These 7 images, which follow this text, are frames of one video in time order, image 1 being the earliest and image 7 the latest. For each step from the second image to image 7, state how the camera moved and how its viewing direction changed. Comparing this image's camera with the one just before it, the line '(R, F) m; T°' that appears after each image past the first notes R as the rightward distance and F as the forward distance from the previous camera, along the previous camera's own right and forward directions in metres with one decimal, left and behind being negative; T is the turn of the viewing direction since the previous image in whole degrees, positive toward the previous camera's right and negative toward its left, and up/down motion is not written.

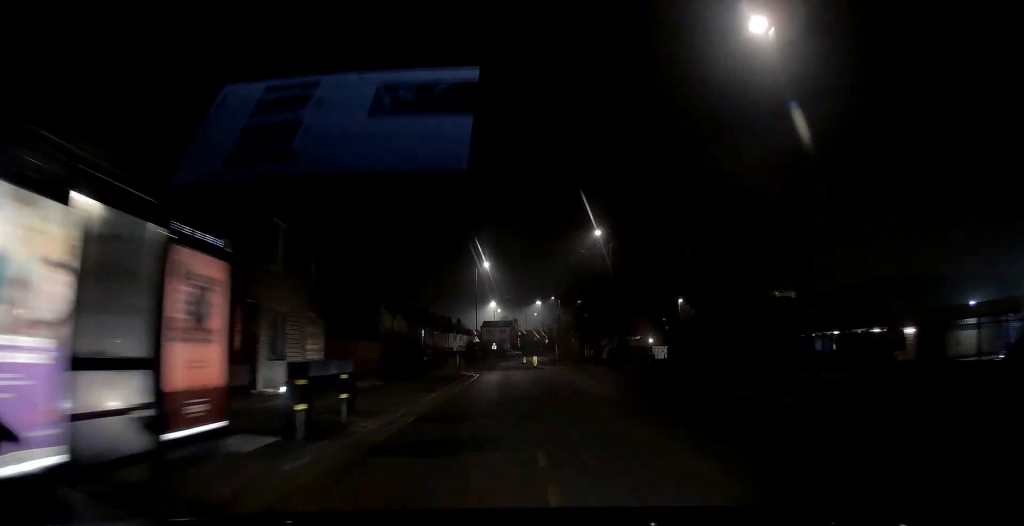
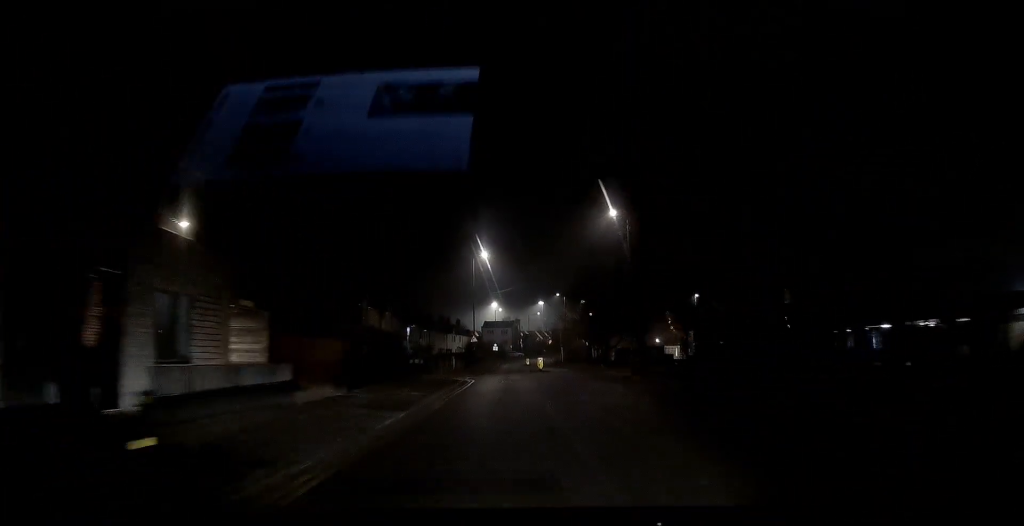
(0.0, +7.1) m; 0°
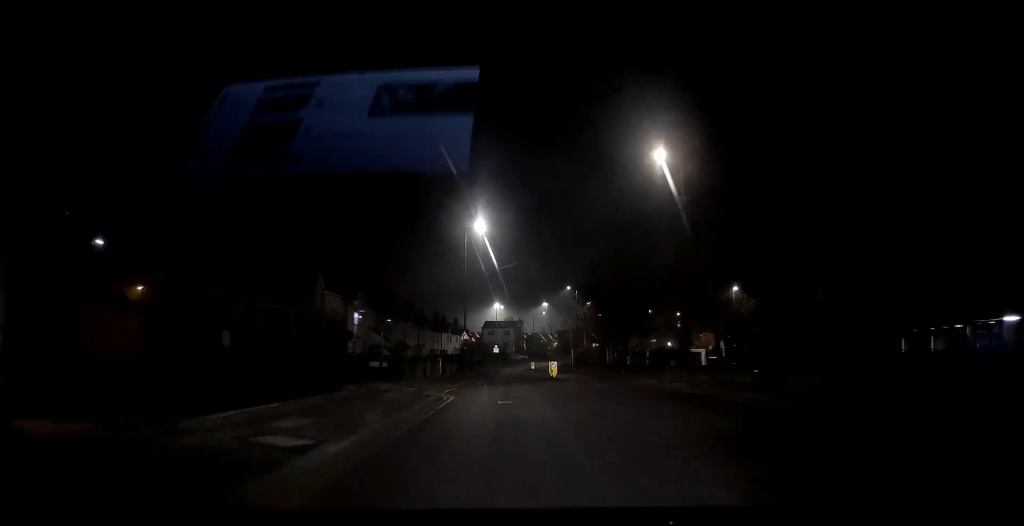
(0.0, +13.3) m; 0°
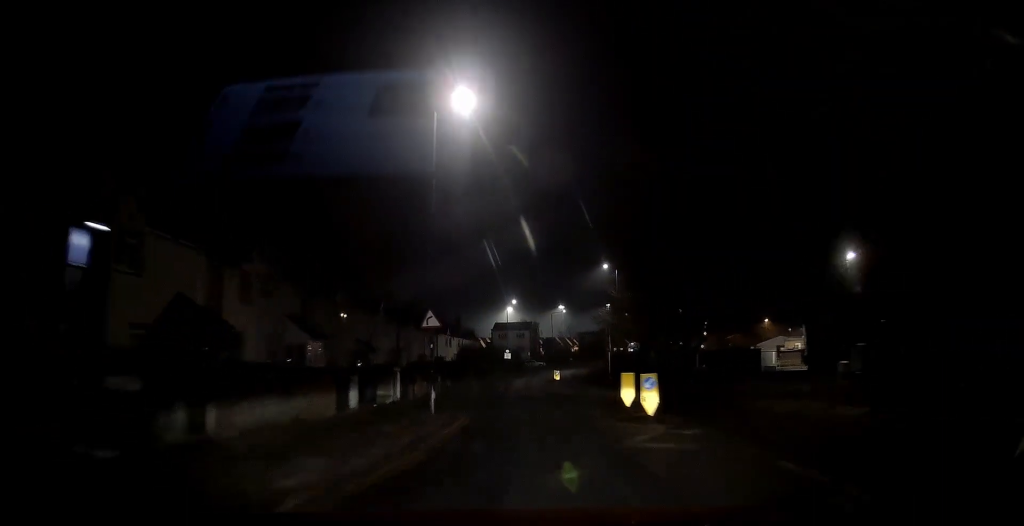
(-0.1, +22.5) m; -1°
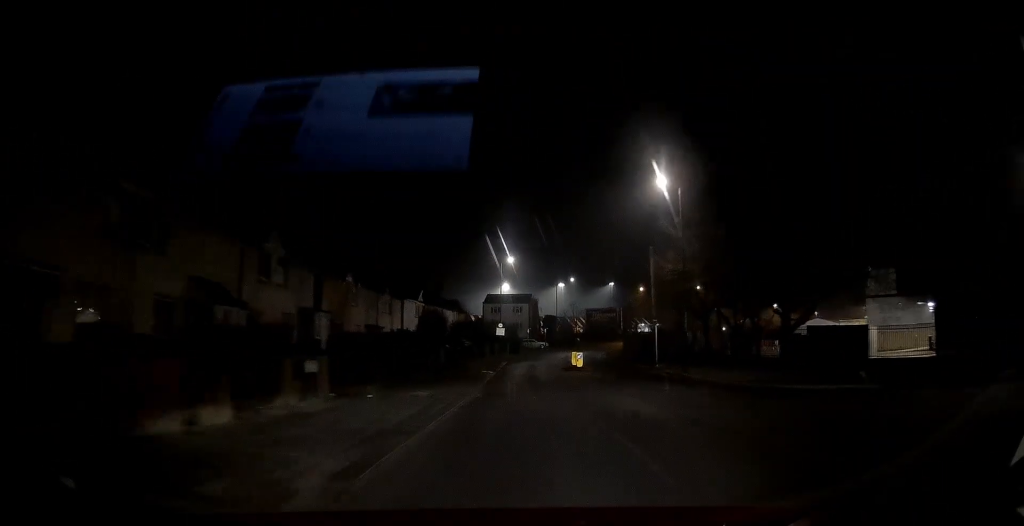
(-0.1, +22.5) m; -1°
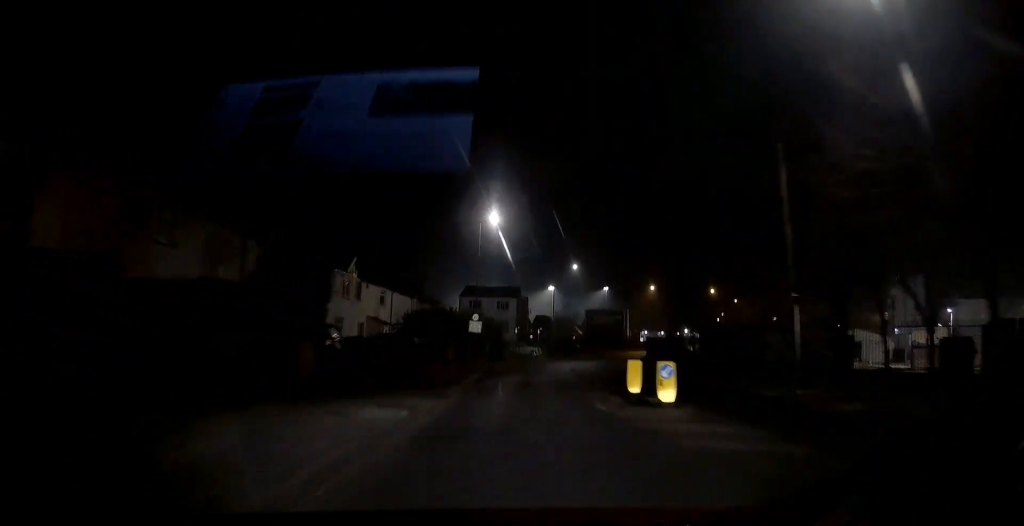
(+0.2, +21.2) m; +2°
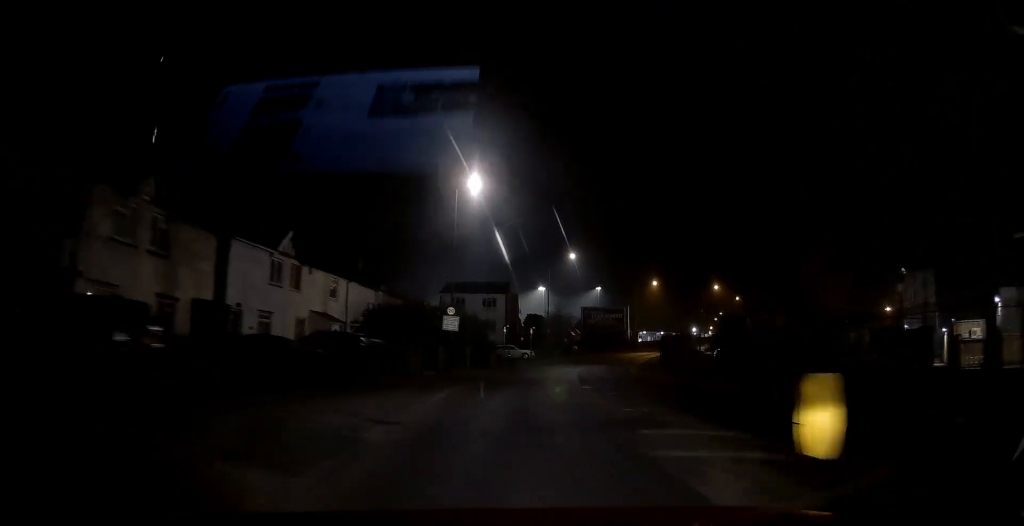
(+0.1, +9.3) m; +1°
